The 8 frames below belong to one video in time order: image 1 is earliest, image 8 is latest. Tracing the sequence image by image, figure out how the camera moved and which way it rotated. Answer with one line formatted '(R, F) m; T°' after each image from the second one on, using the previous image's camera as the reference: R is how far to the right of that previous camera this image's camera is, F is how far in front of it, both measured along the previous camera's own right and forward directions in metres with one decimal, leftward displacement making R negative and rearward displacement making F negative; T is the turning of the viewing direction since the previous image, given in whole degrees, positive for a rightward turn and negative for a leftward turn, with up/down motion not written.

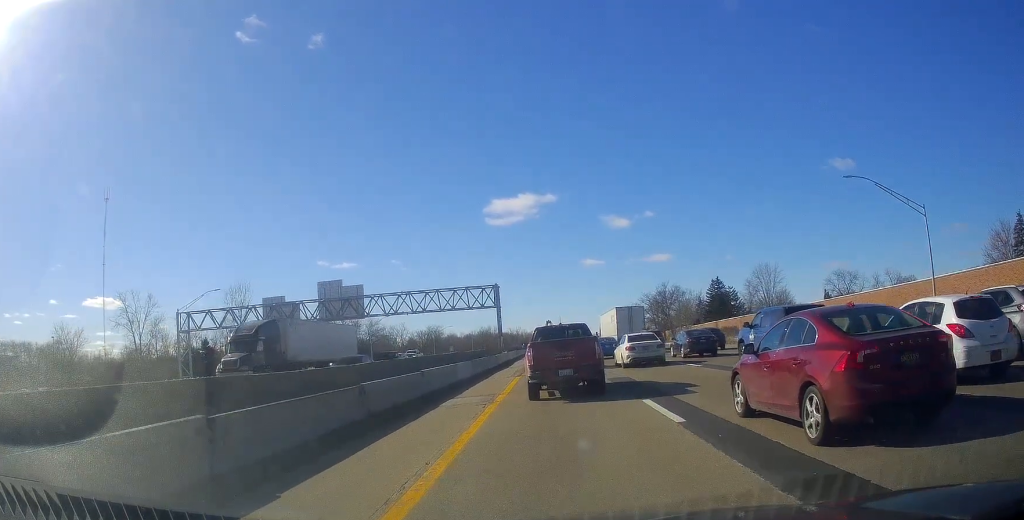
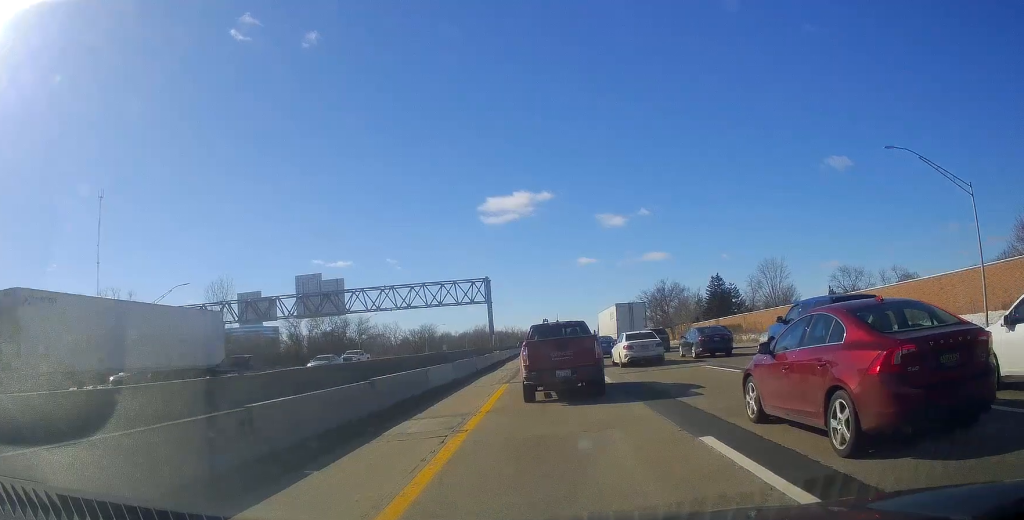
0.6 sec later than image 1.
(+0.5, +5.6) m; +4°
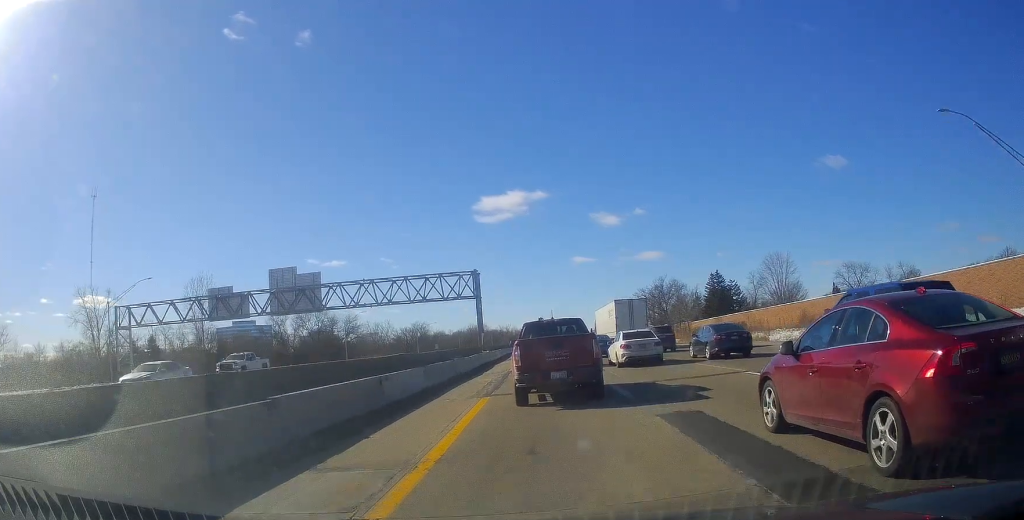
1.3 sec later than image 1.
(-0.1, +5.5) m; -1°
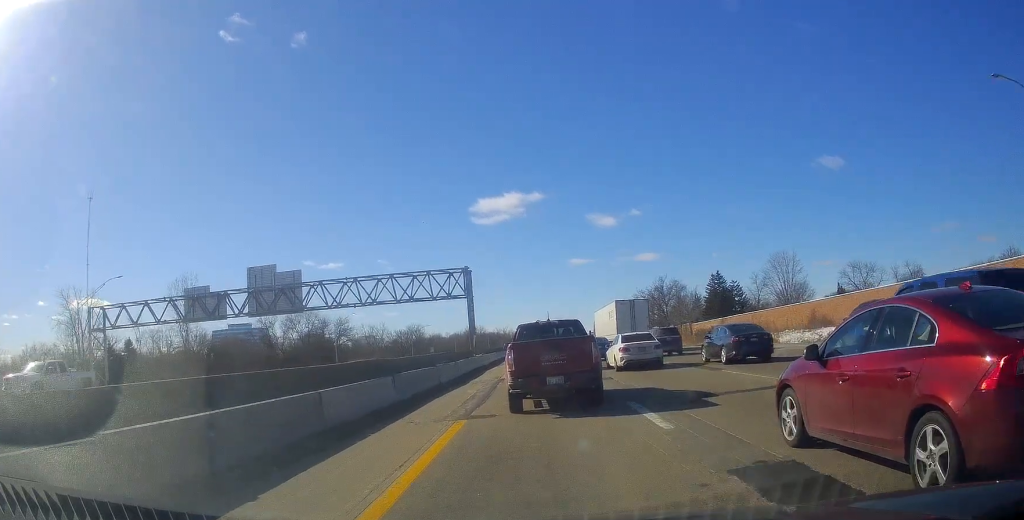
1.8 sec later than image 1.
(-0.1, +4.3) m; -1°
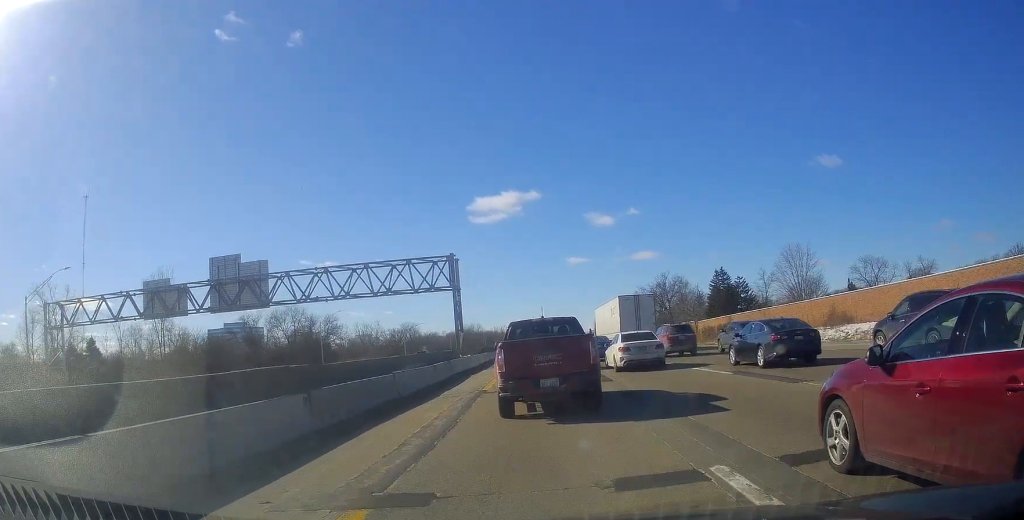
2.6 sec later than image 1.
(0.0, +6.6) m; +1°
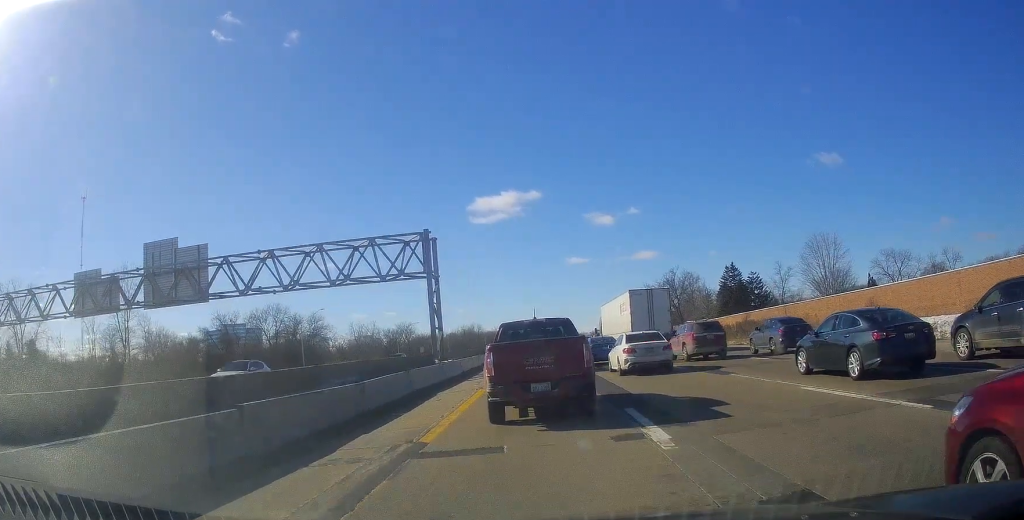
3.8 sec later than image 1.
(+0.1, +9.9) m; -1°
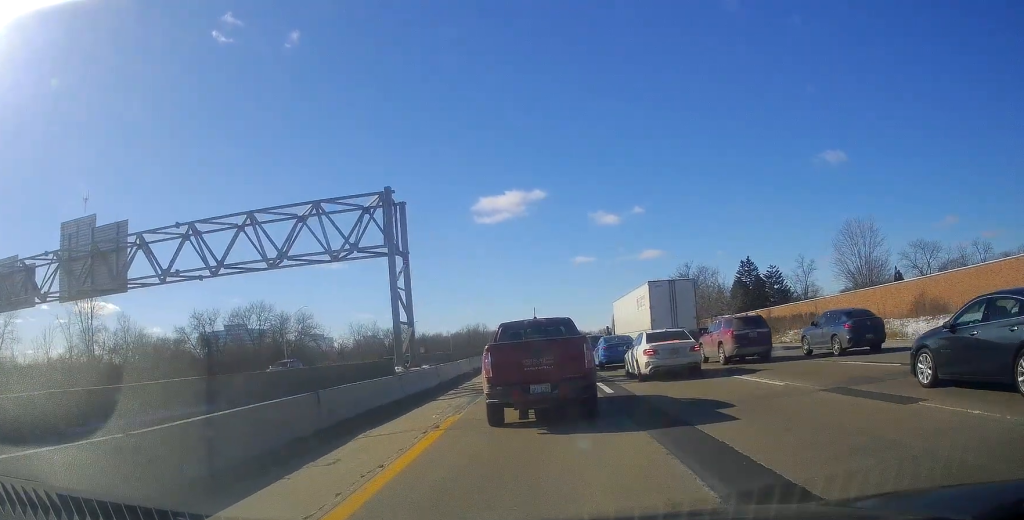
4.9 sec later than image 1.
(-0.2, +9.9) m; +1°
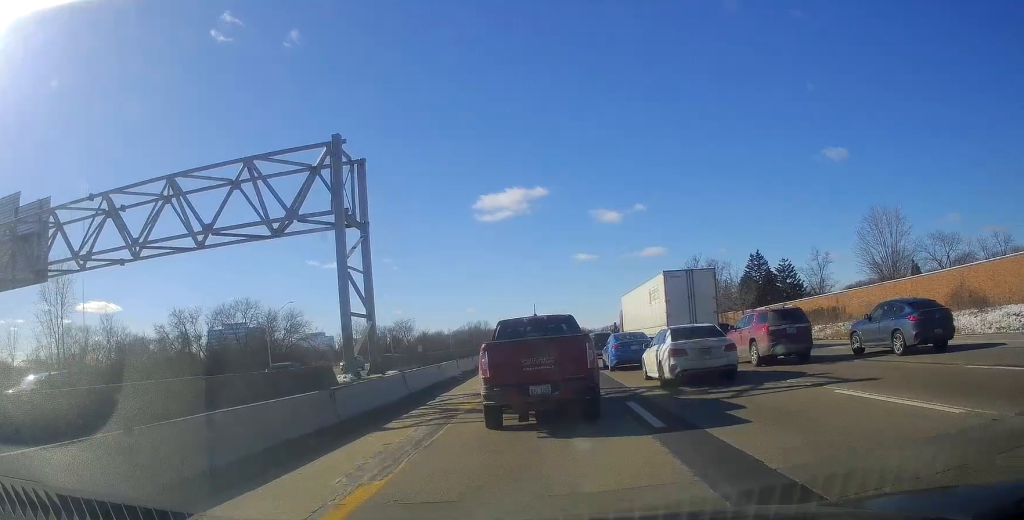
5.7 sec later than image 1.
(+0.3, +6.5) m; 0°
